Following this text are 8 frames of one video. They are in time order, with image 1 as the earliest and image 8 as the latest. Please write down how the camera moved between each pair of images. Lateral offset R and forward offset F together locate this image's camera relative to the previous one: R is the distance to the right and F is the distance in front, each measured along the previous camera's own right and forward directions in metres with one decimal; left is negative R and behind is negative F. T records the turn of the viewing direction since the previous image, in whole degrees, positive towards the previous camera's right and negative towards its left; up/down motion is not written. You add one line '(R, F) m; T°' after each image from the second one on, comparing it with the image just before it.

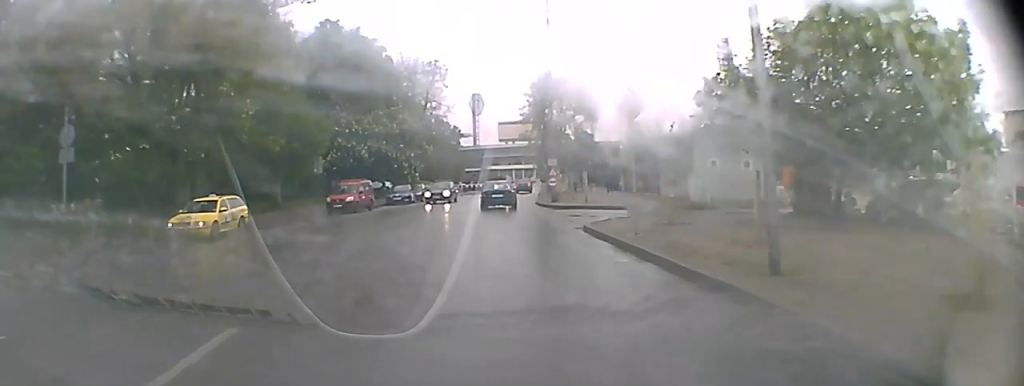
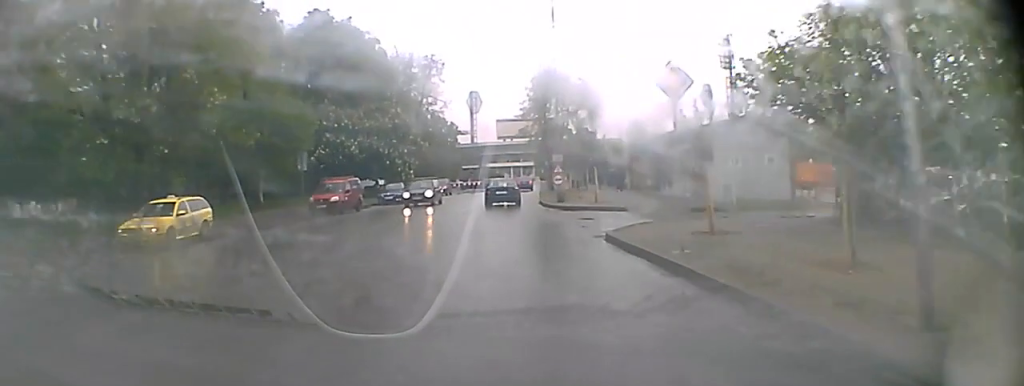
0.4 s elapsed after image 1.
(0.0, +4.3) m; 0°
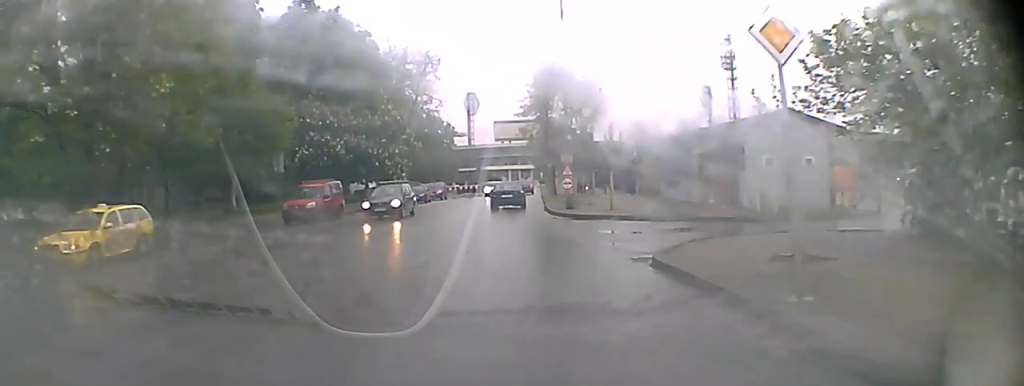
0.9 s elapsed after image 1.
(0.0, +5.3) m; +1°
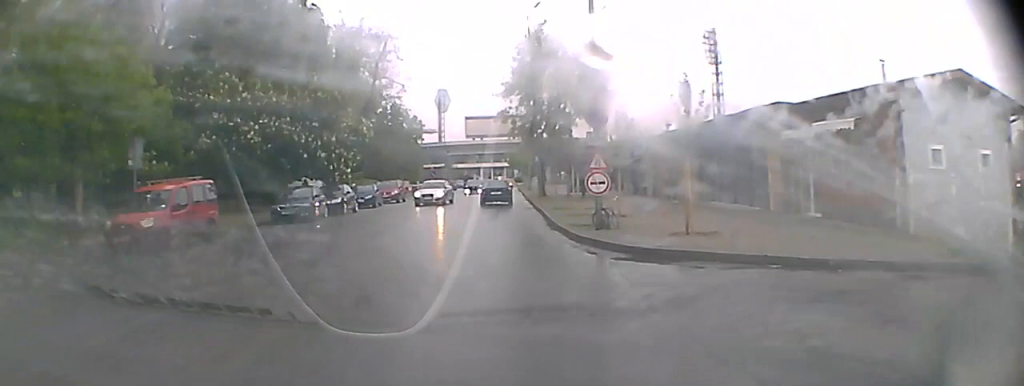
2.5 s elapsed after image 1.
(+0.3, +17.1) m; +2°
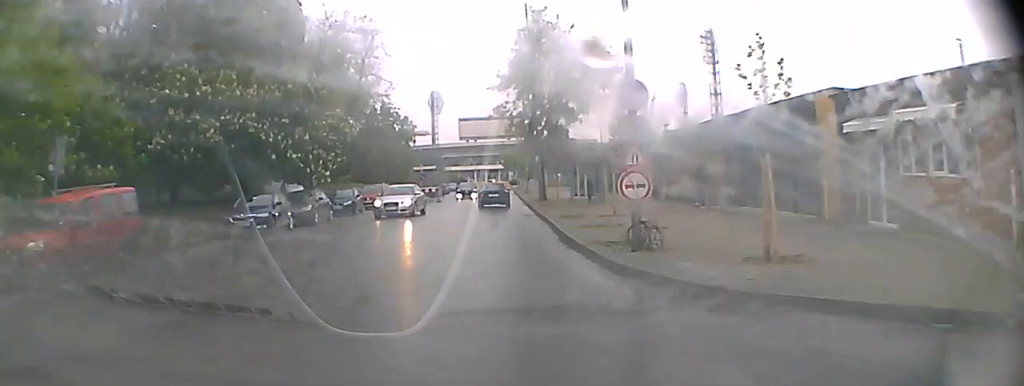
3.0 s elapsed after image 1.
(0.0, +5.4) m; 0°
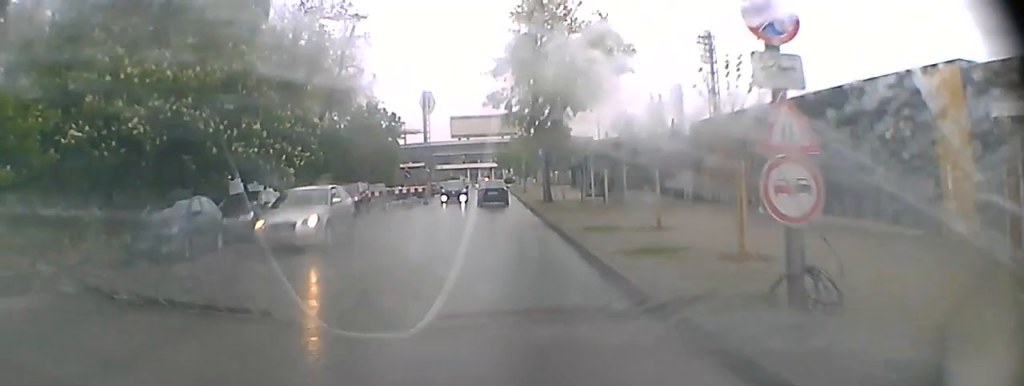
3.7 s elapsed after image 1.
(+0.1, +7.5) m; 0°
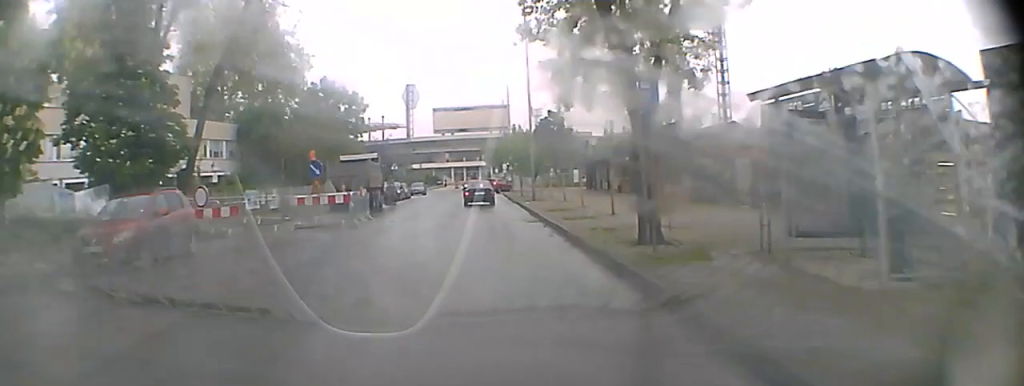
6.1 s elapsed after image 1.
(+0.1, +25.7) m; 0°
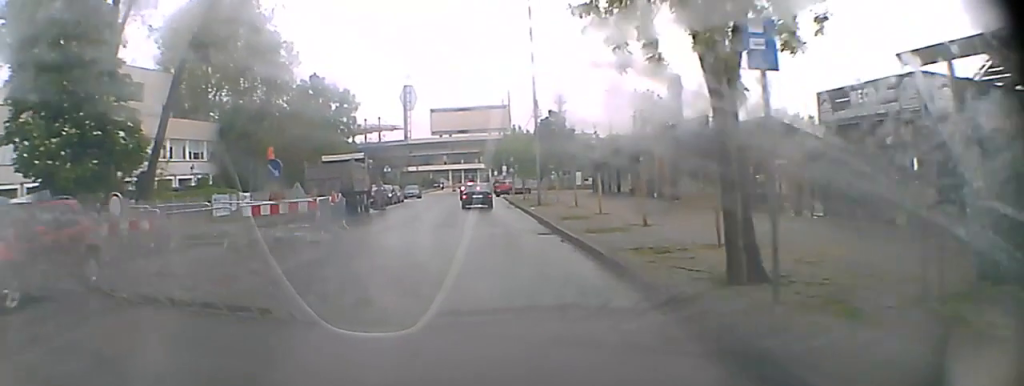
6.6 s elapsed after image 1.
(0.0, +5.0) m; 0°
